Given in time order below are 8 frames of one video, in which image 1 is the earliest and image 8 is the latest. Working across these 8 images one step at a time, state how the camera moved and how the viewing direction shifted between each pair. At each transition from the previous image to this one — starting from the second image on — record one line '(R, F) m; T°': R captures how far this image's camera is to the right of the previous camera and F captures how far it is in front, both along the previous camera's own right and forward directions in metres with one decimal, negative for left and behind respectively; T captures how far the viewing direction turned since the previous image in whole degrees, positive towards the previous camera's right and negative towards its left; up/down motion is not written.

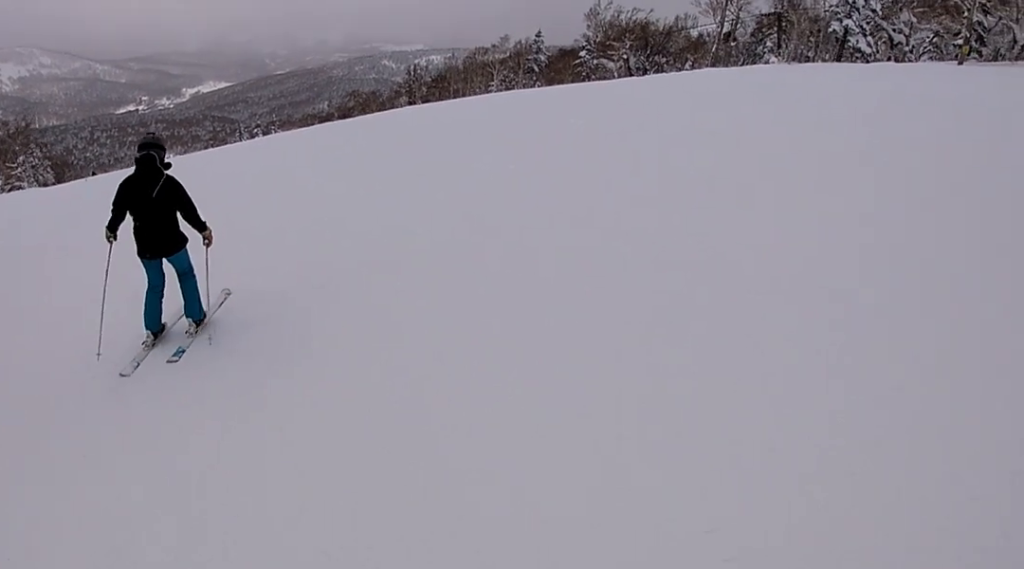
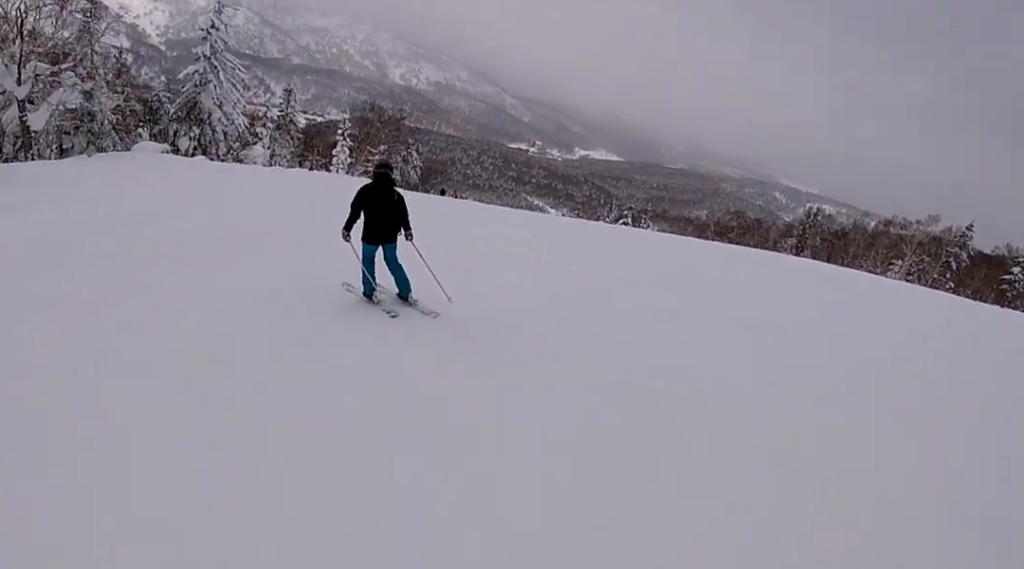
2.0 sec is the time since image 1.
(-0.2, +9.5) m; -20°
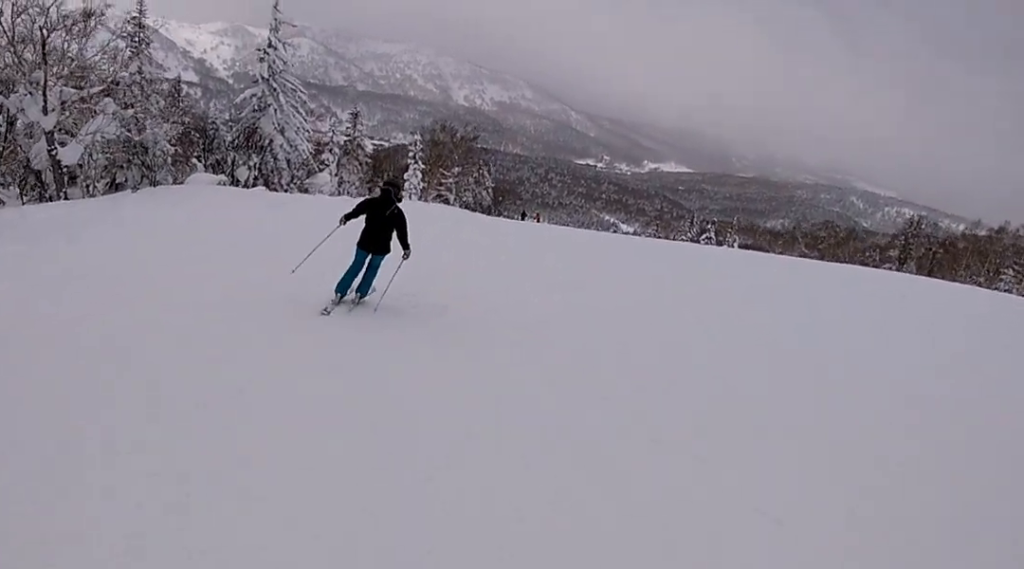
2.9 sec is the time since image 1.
(-2.4, +4.5) m; -12°
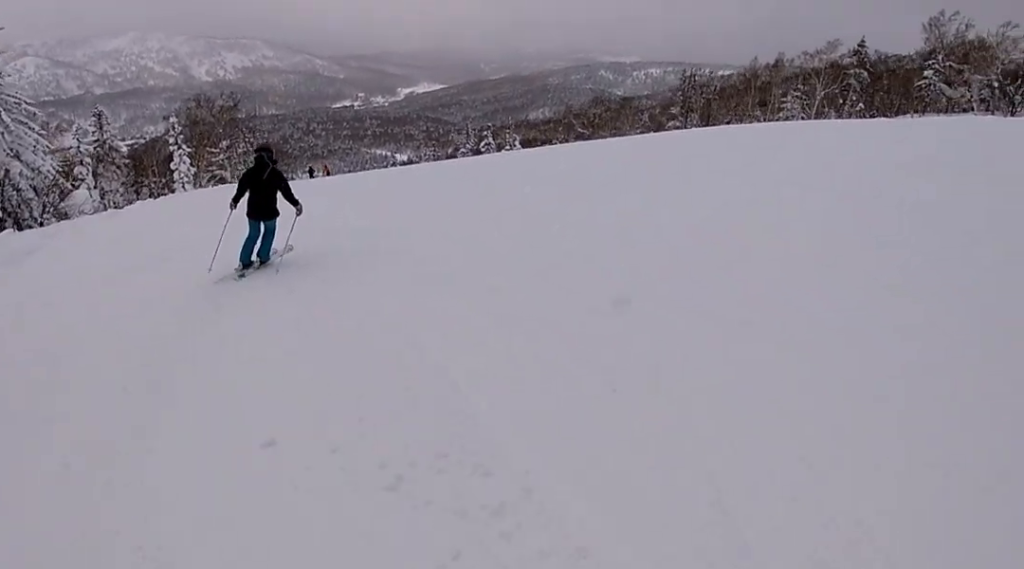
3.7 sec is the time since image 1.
(+1.2, +4.6) m; +22°
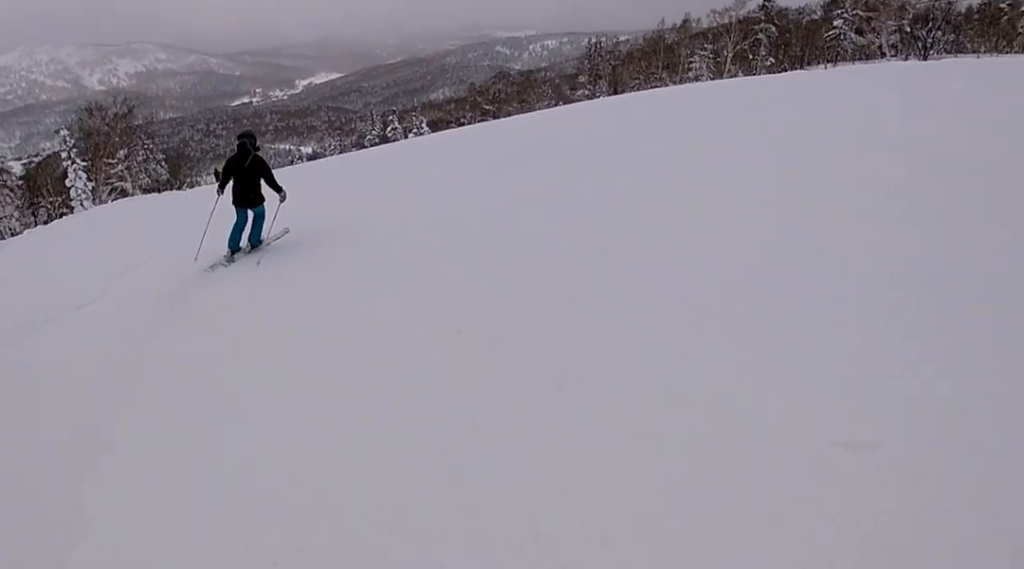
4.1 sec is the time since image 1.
(+0.3, +2.5) m; +8°
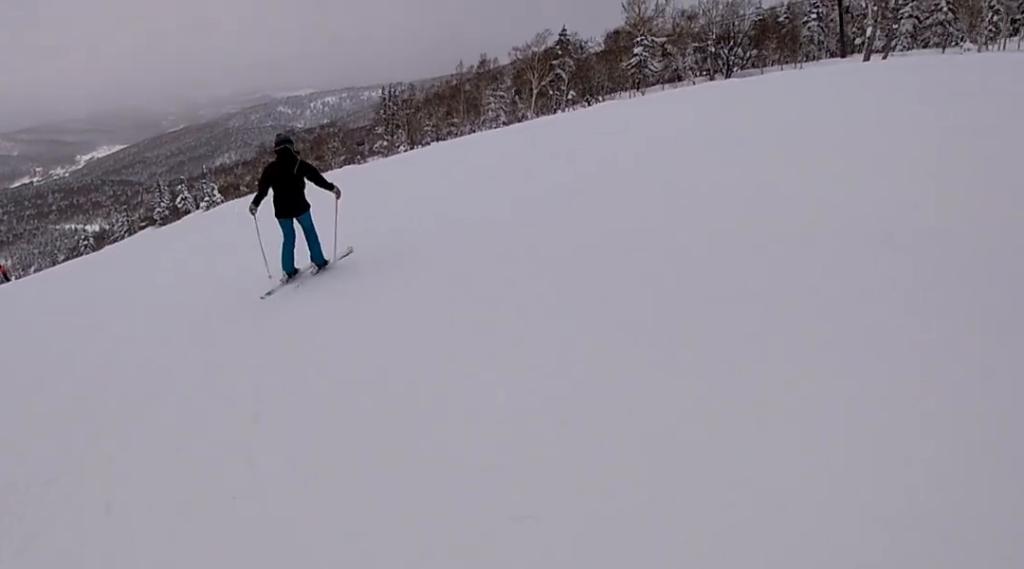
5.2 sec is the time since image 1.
(+1.1, +6.4) m; +13°
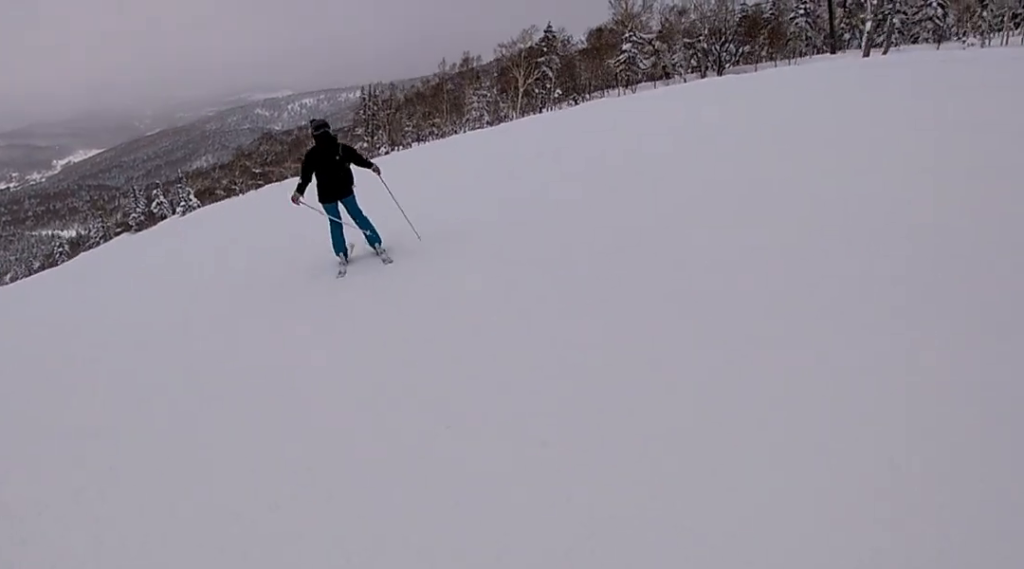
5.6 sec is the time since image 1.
(+0.1, +2.5) m; +2°
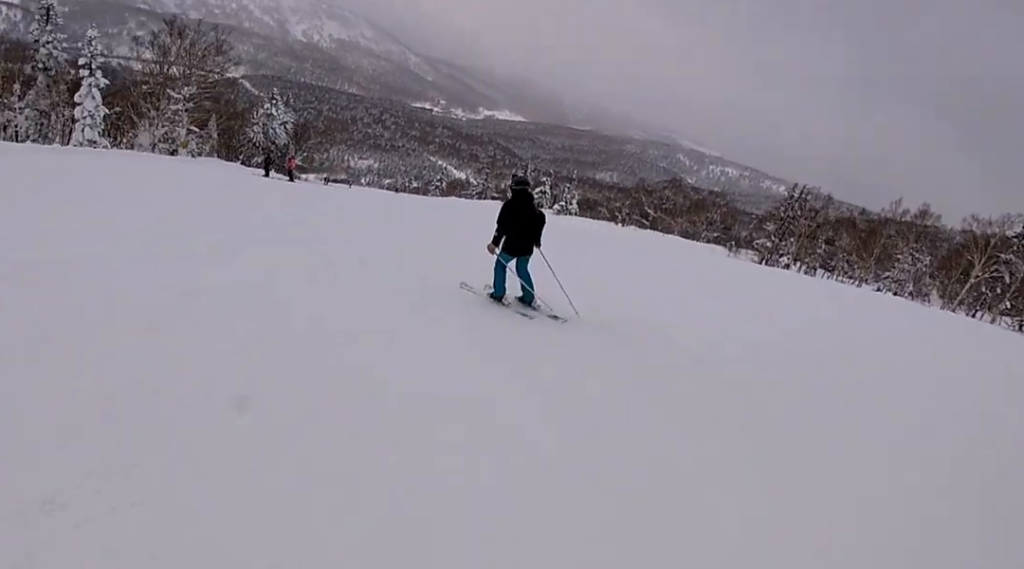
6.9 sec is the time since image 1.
(-0.1, +7.9) m; -14°
